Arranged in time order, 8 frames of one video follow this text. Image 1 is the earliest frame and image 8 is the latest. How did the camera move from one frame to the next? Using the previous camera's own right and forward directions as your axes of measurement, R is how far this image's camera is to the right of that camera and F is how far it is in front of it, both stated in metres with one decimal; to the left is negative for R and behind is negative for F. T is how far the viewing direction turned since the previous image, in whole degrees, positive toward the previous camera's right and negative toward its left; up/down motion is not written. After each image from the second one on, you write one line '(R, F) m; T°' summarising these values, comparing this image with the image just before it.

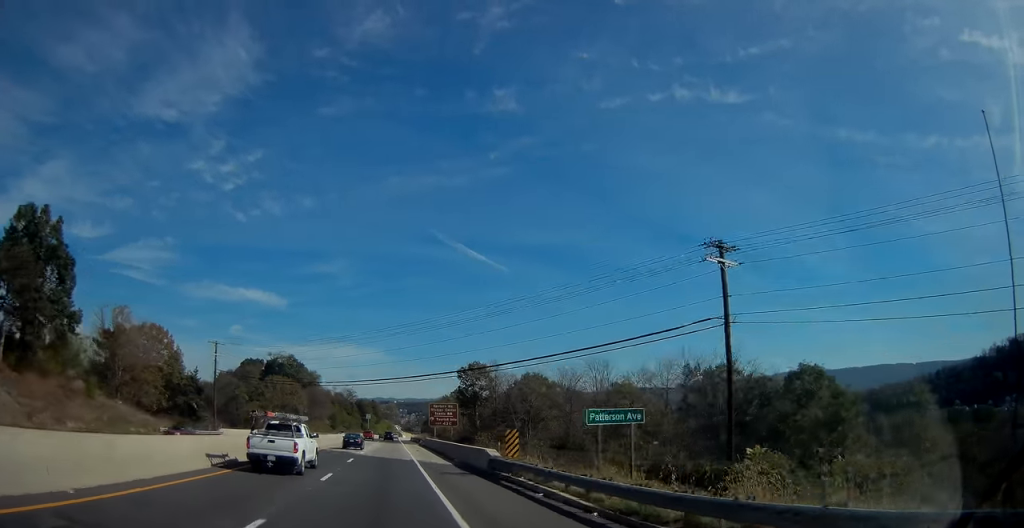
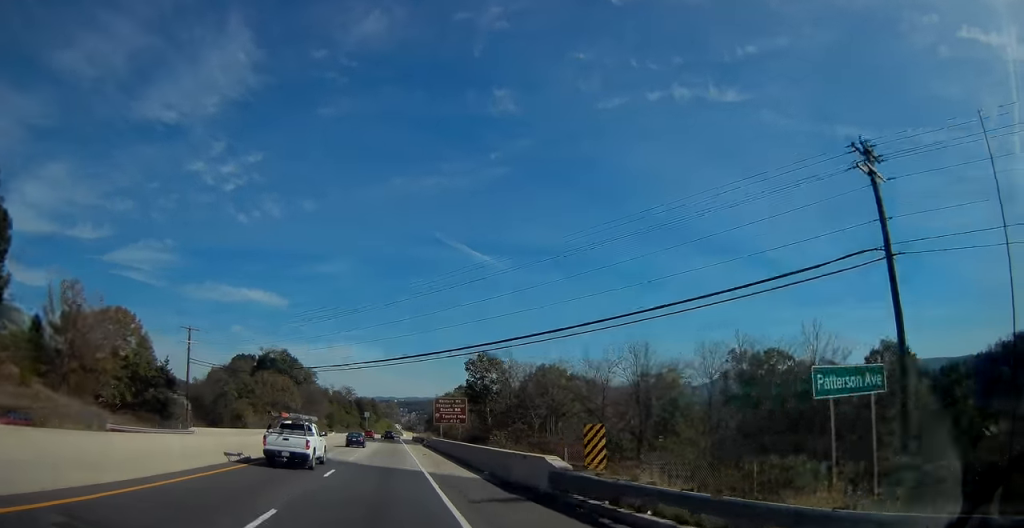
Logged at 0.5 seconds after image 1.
(0.0, +10.9) m; 0°
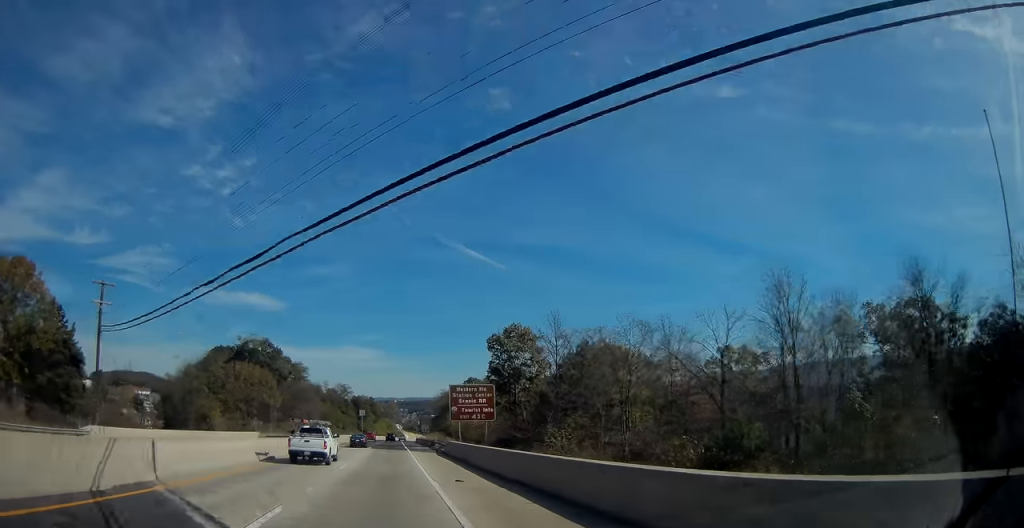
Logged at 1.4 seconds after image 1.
(-0.1, +22.6) m; -1°
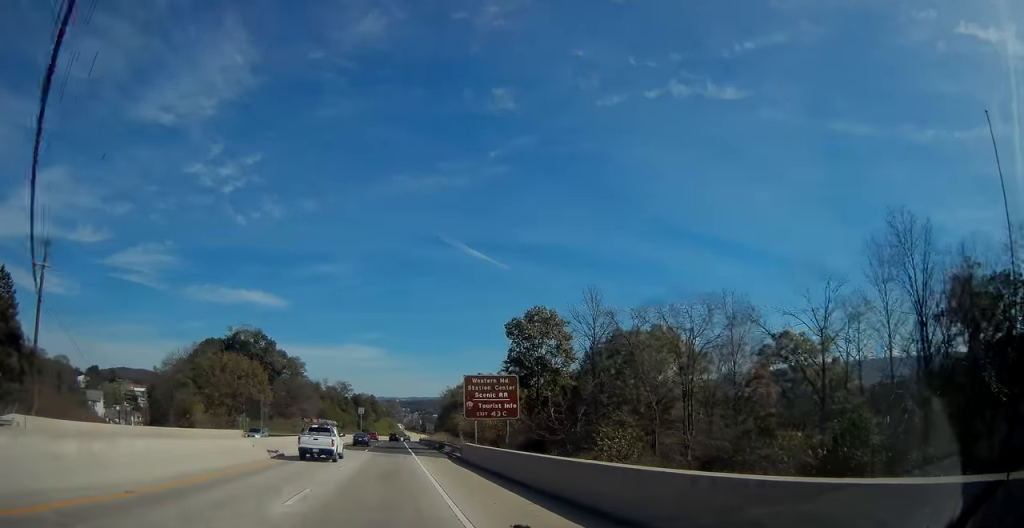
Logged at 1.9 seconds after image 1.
(-0.1, +10.1) m; 0°
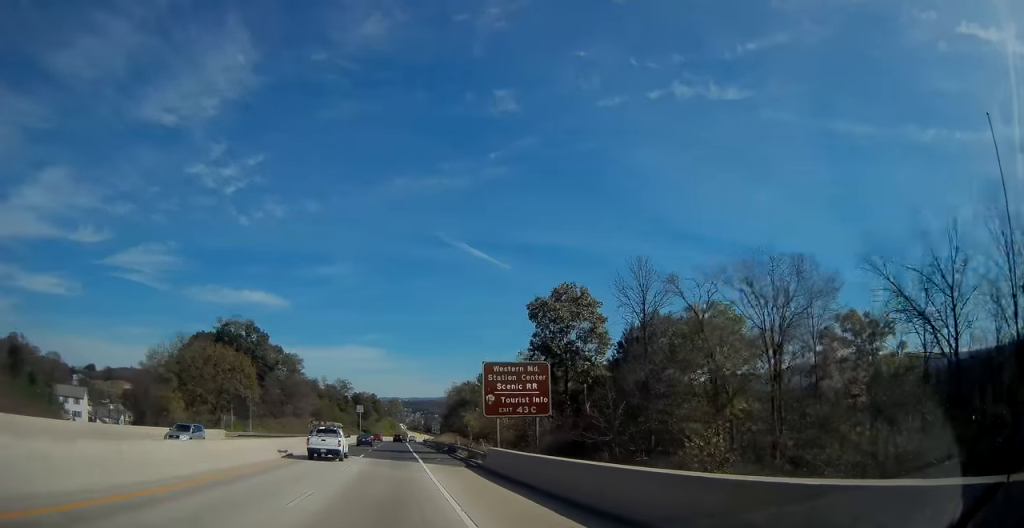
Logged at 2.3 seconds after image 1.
(-0.1, +9.3) m; 0°
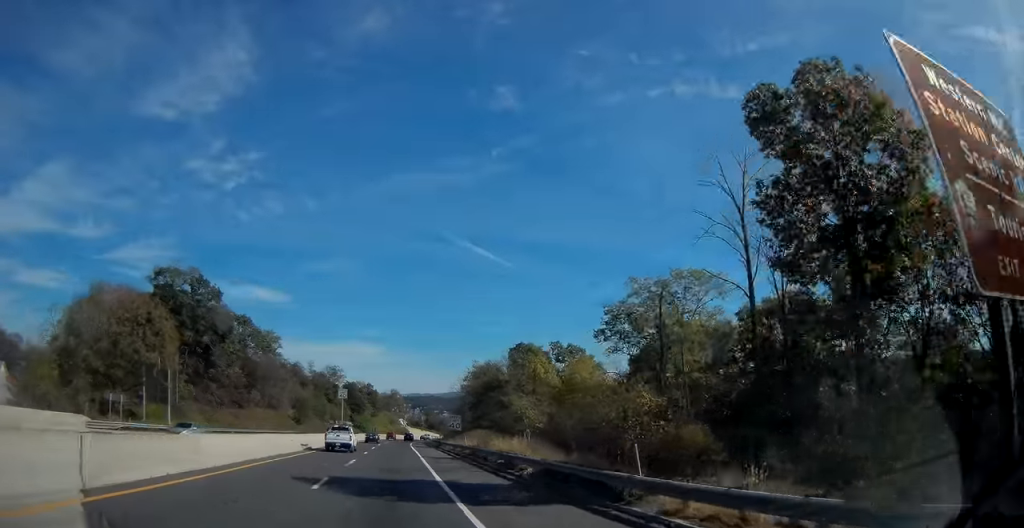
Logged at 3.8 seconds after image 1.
(+0.1, +34.5) m; 0°
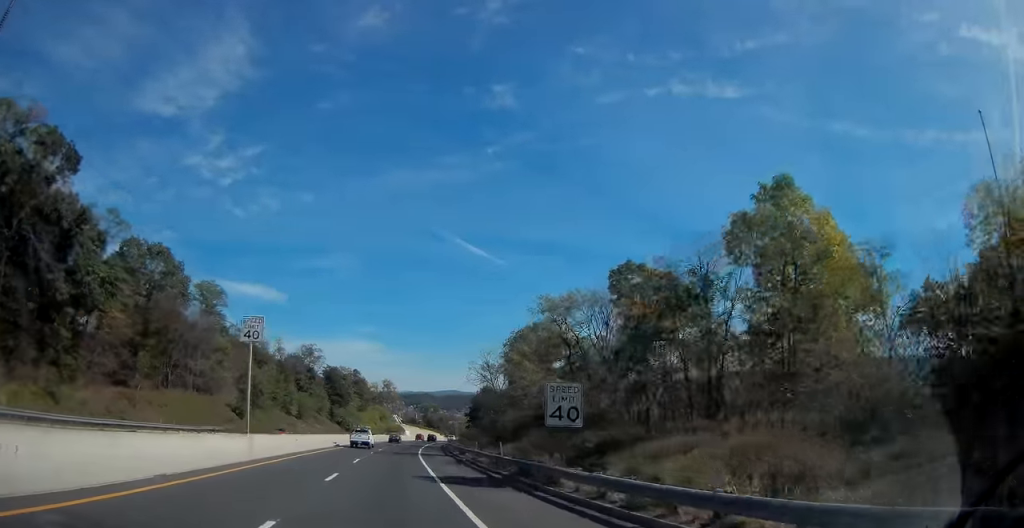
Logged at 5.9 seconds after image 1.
(+0.1, +46.2) m; 0°
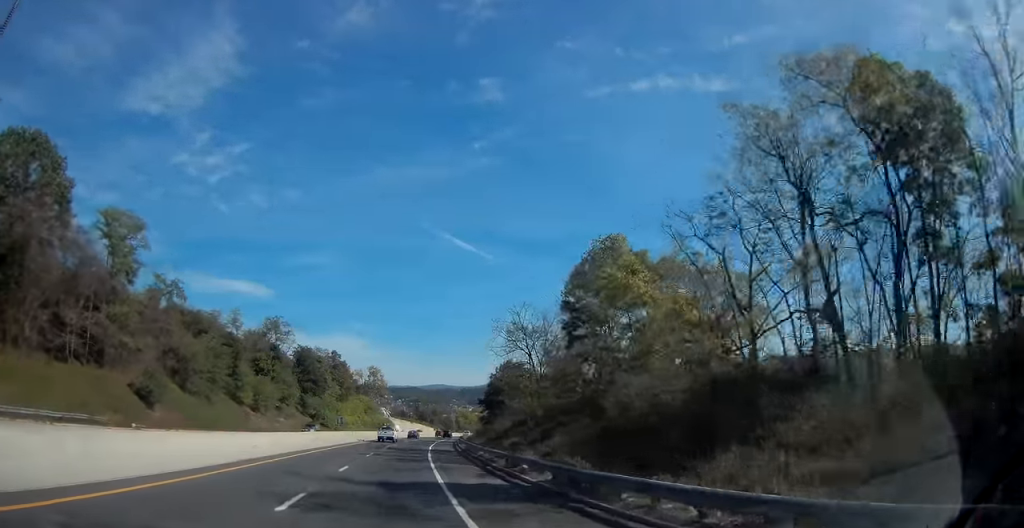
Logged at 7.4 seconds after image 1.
(+0.1, +31.5) m; +1°
